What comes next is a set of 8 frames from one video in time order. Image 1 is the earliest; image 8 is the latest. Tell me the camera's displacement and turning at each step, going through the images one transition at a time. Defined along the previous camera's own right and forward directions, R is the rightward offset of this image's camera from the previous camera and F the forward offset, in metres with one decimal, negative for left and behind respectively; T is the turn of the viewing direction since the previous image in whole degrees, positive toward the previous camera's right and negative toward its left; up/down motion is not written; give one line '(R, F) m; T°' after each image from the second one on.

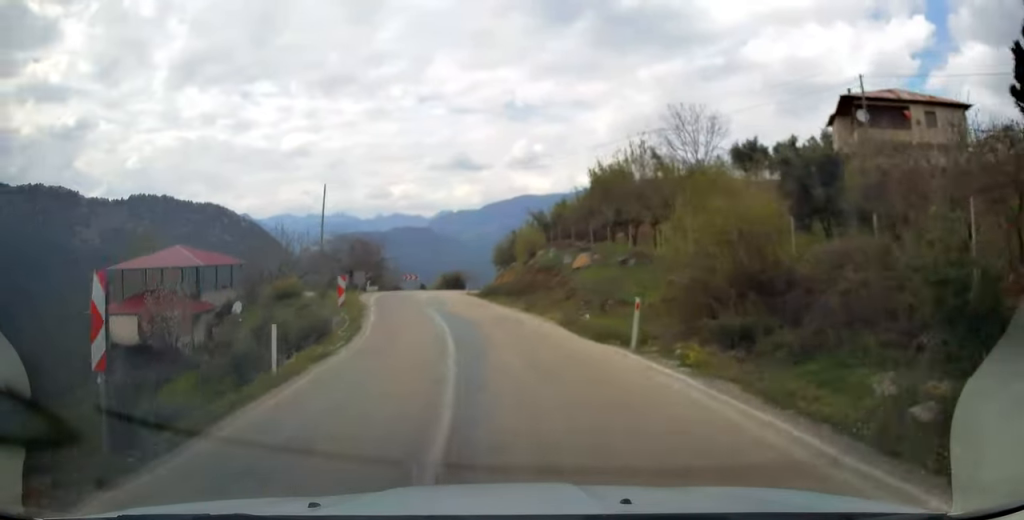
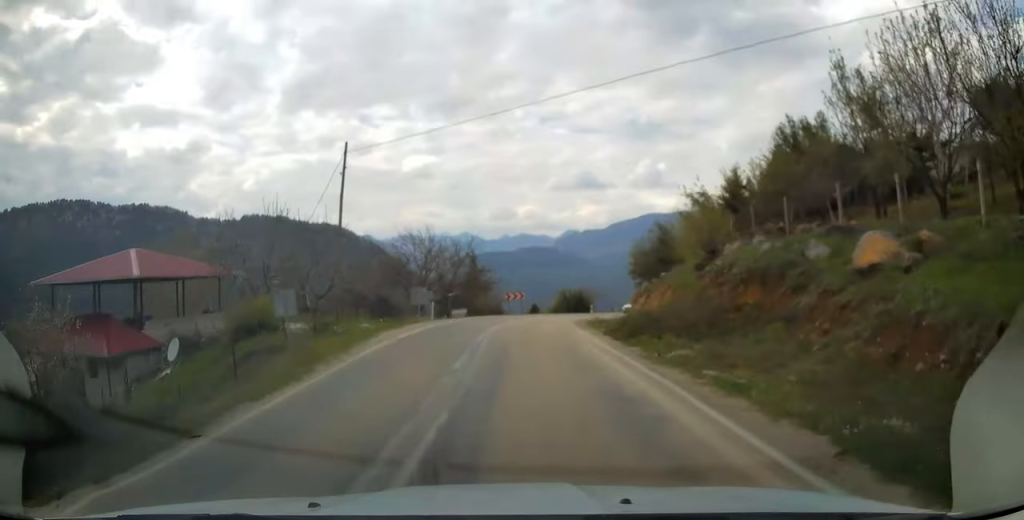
(-2.0, +19.8) m; -9°
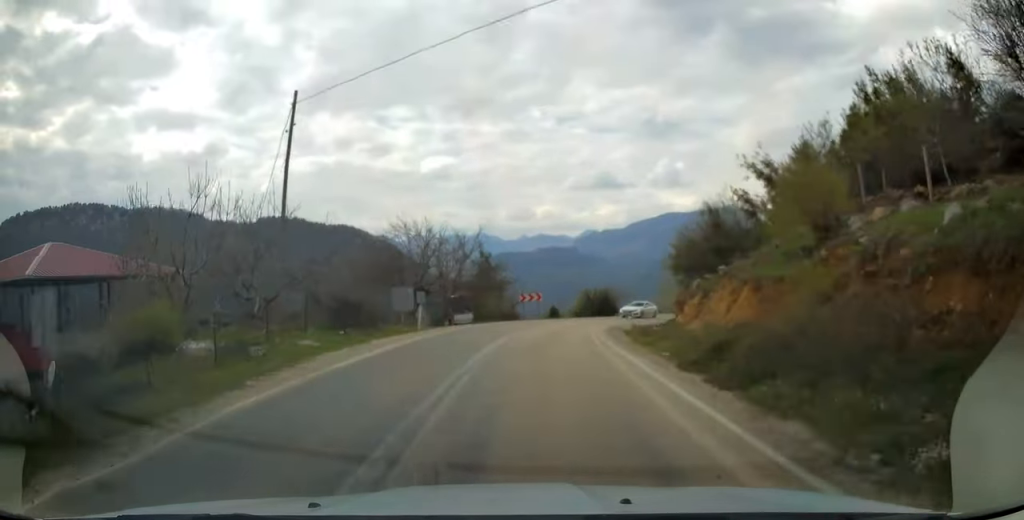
(-0.2, +8.1) m; -1°
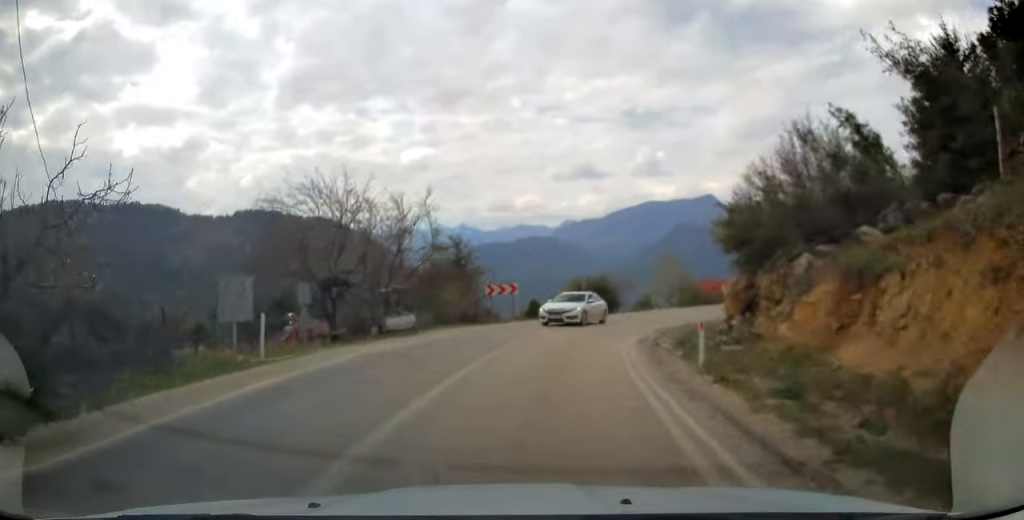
(-0.2, +14.0) m; +1°
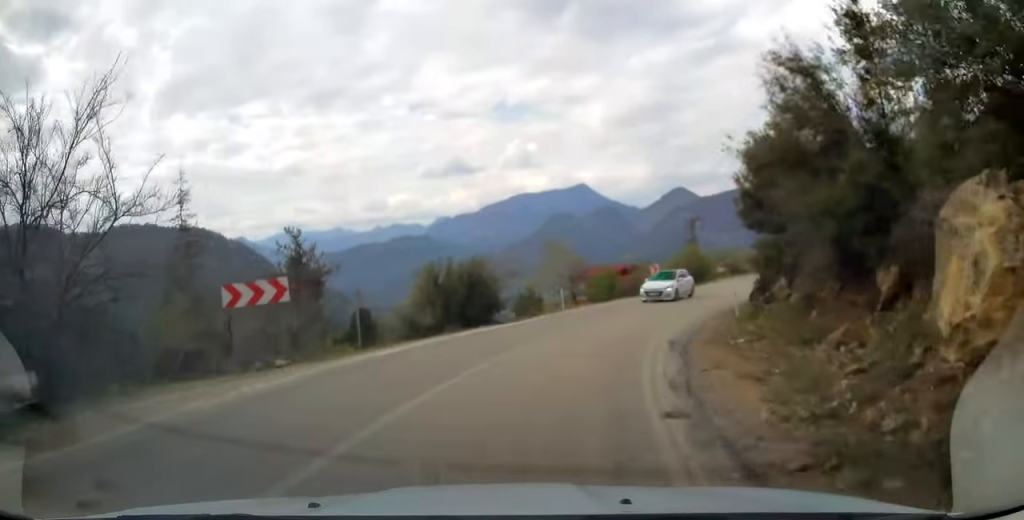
(+1.2, +19.3) m; +12°
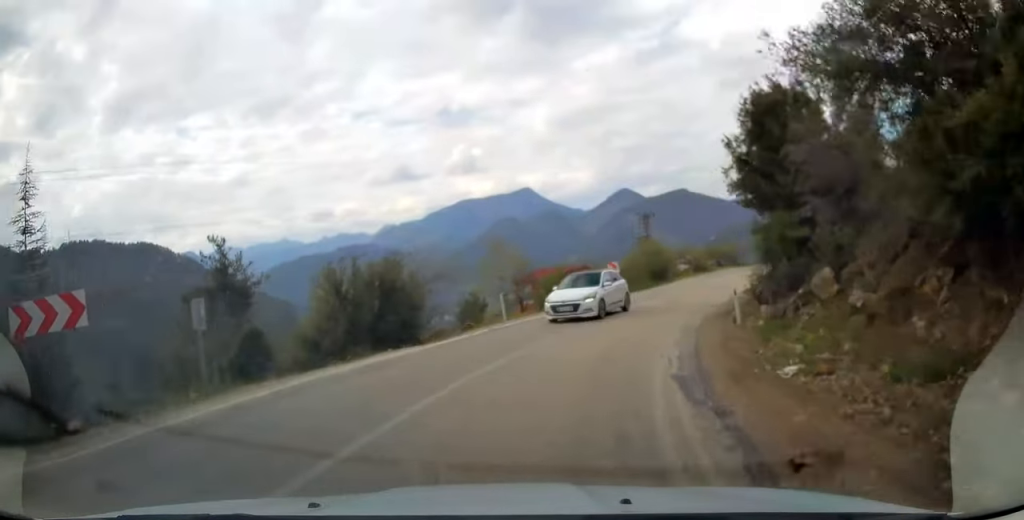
(0.0, +6.2) m; +6°
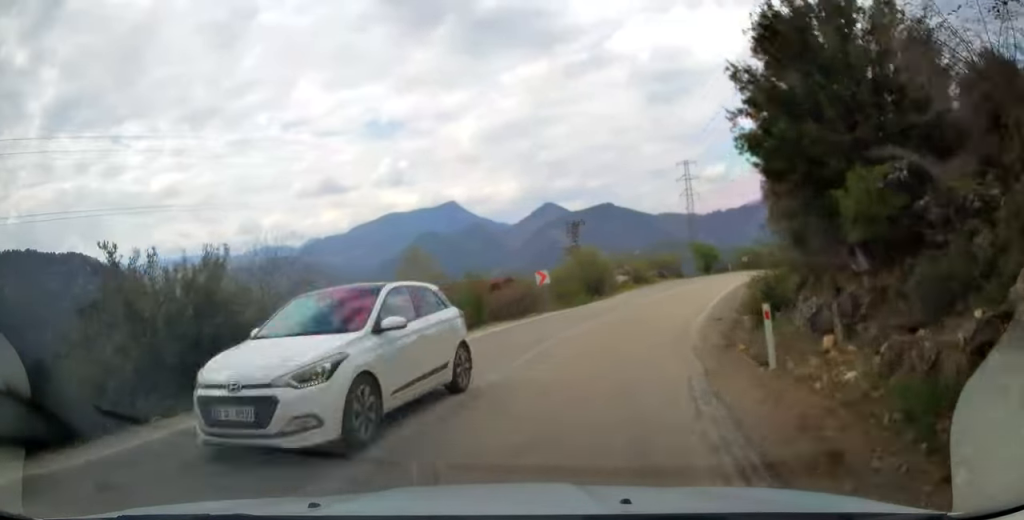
(+0.7, +6.9) m; +8°
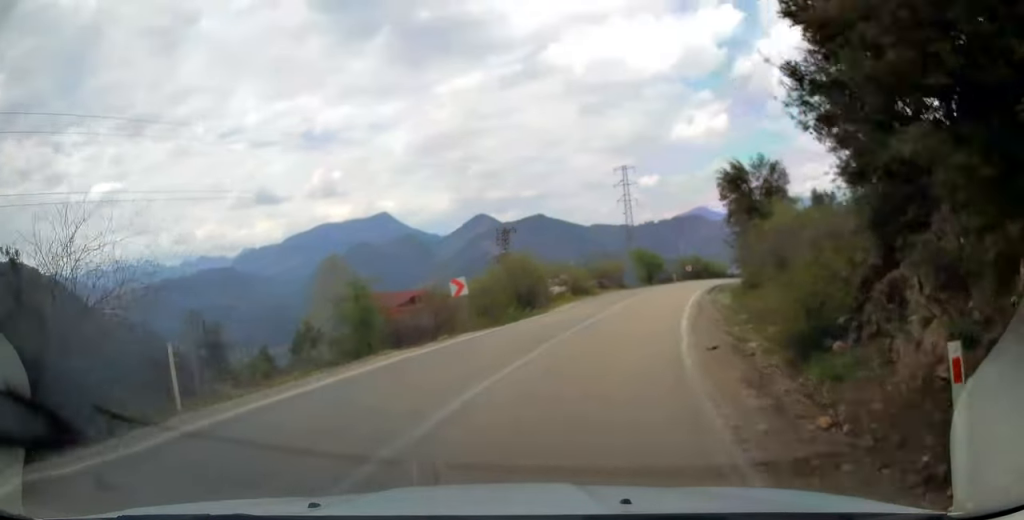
(0.0, +5.6) m; +7°
